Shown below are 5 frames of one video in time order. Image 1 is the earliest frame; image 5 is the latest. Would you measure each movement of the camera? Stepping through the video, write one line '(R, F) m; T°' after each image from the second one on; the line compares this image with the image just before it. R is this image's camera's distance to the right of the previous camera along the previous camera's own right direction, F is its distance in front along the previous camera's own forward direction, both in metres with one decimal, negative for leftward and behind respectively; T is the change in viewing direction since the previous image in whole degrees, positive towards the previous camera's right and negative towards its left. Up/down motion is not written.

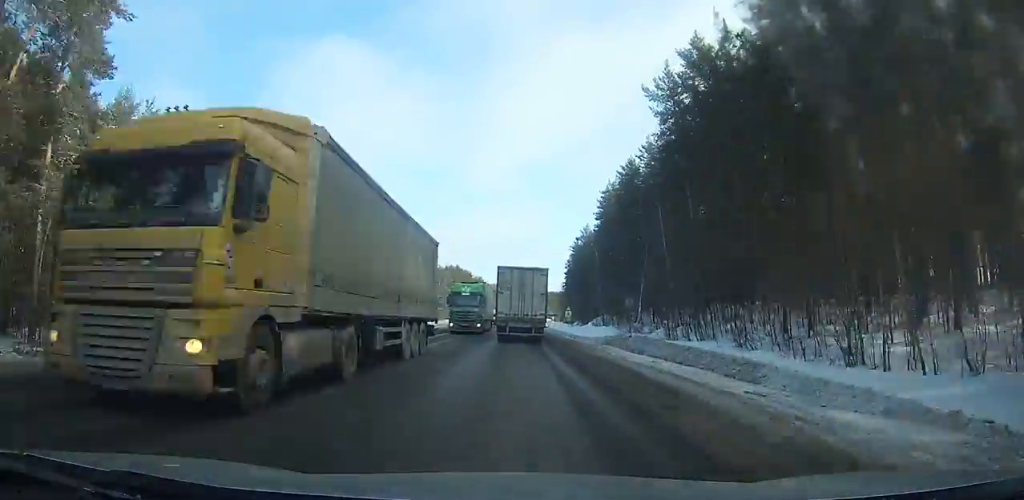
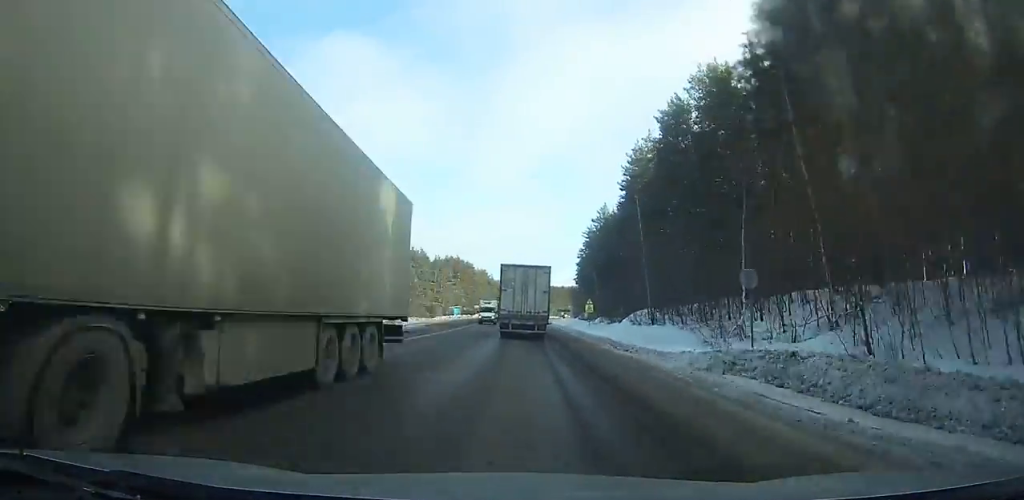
(-0.4, +22.1) m; -1°
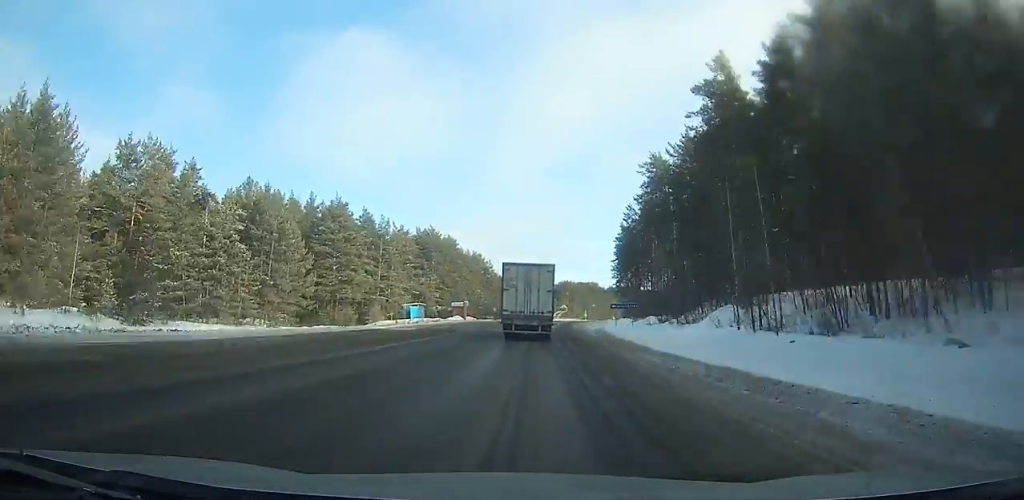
(-0.4, +71.8) m; +1°
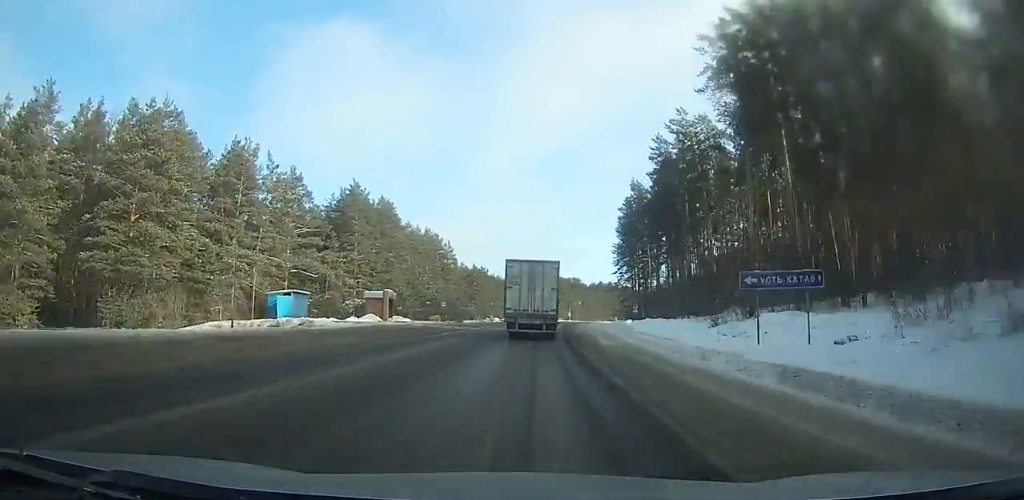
(+0.5, +41.5) m; +2°
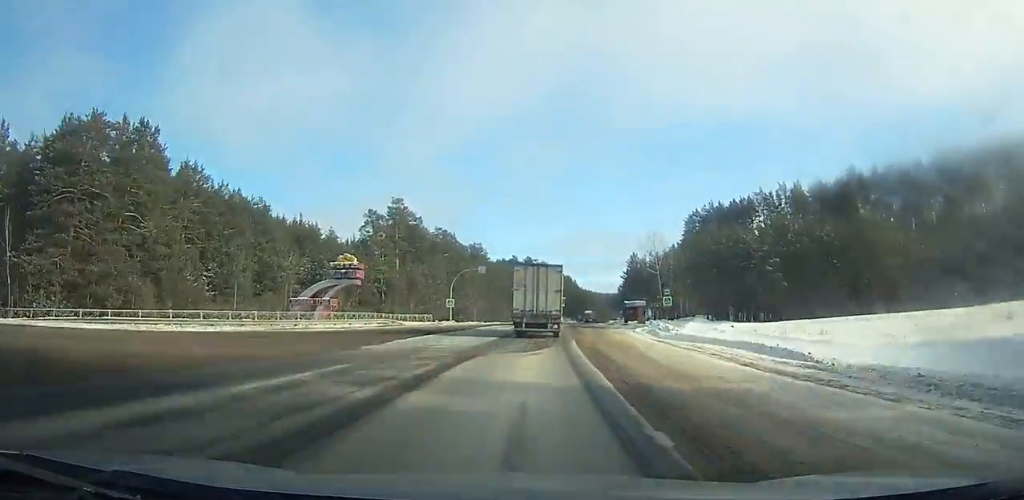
(+10.0, +141.4) m; +9°
